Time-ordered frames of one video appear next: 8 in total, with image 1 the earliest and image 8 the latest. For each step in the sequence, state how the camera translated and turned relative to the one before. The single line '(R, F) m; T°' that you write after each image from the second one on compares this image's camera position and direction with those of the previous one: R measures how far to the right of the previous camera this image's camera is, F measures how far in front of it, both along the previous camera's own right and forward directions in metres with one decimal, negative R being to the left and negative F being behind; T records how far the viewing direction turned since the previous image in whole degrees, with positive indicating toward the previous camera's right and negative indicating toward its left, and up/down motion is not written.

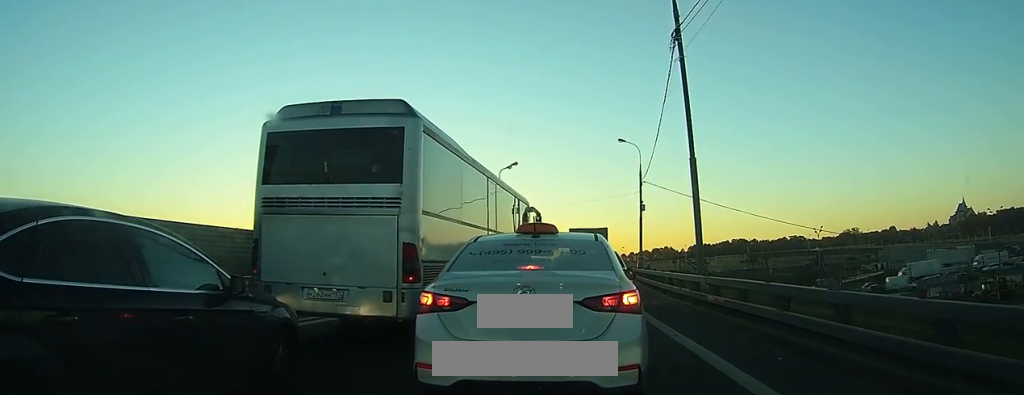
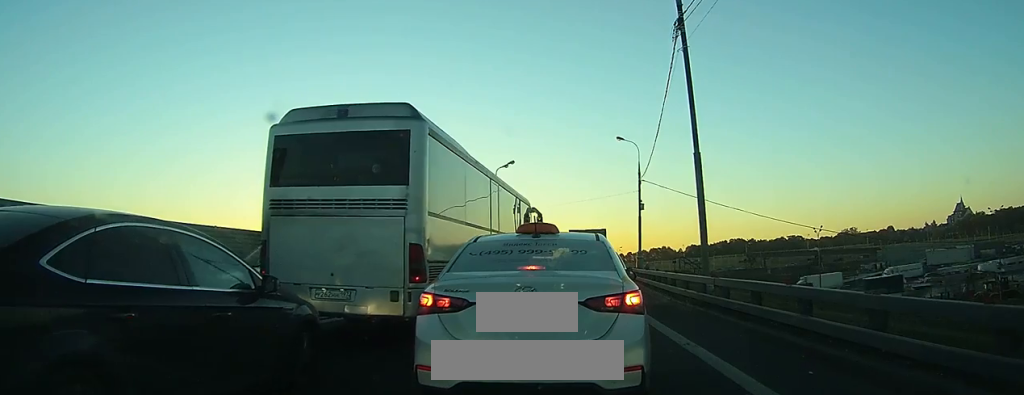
(0.0, +1.3) m; 0°
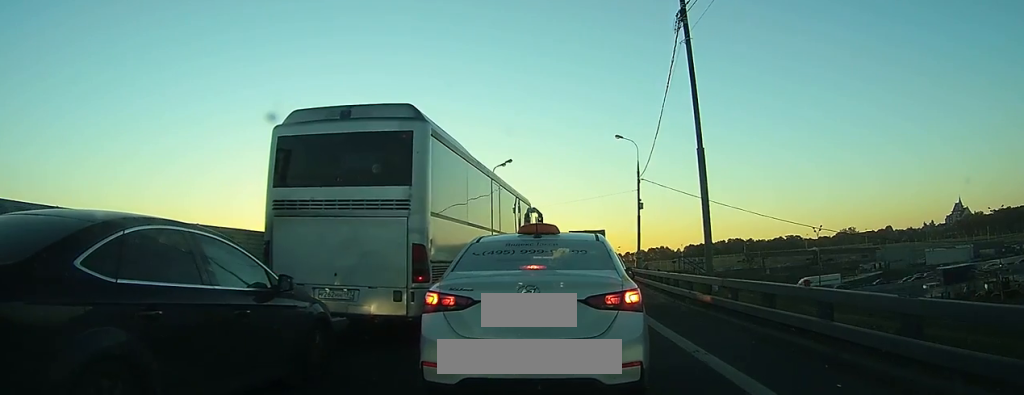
(0.0, +1.0) m; 0°
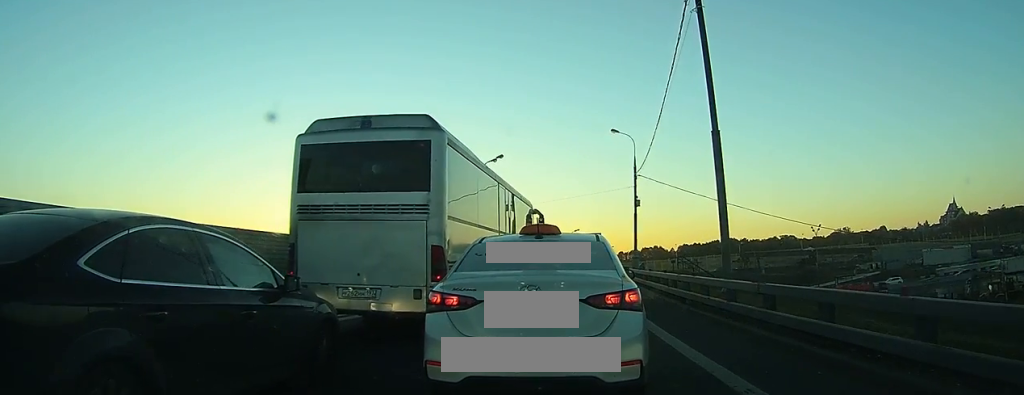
(+0.1, +3.2) m; +2°
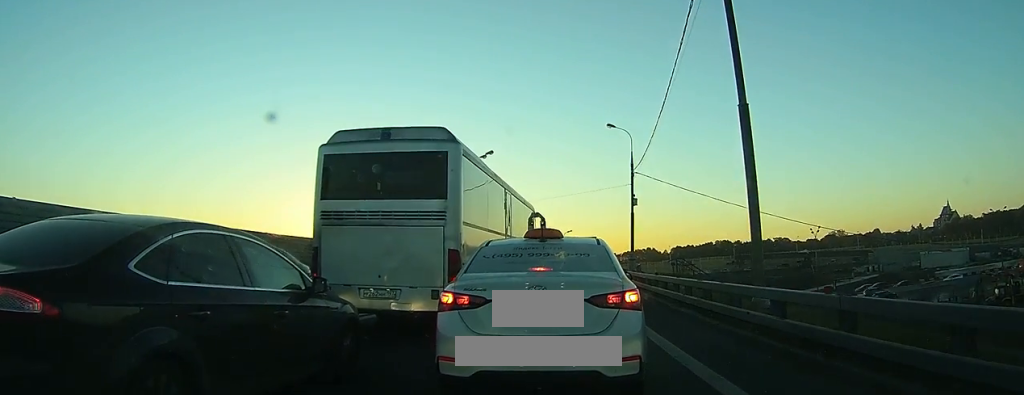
(0.0, +3.1) m; -1°
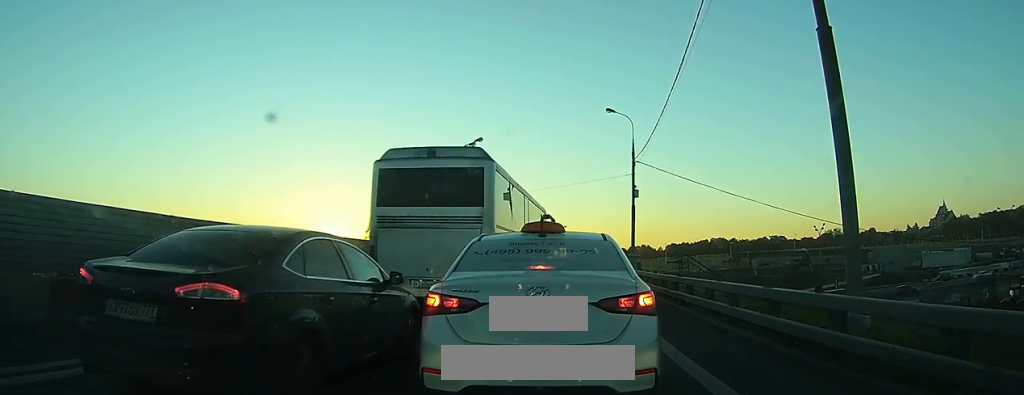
(+0.1, +5.0) m; +1°
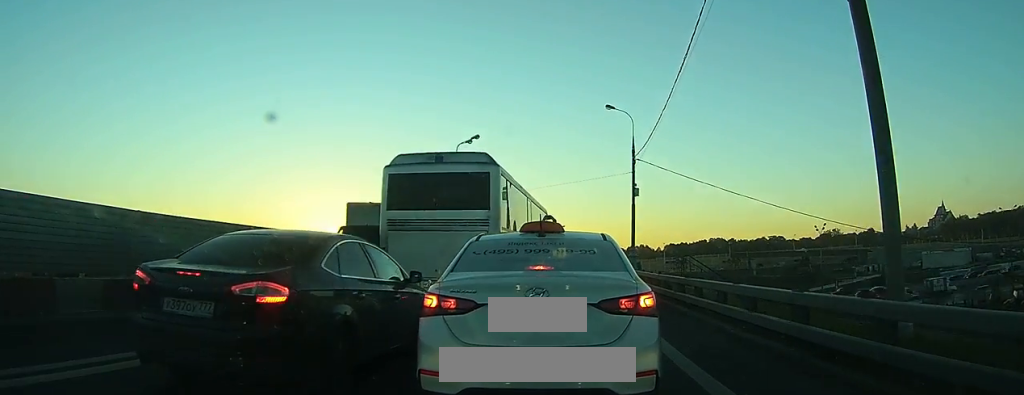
(0.0, +1.2) m; -1°
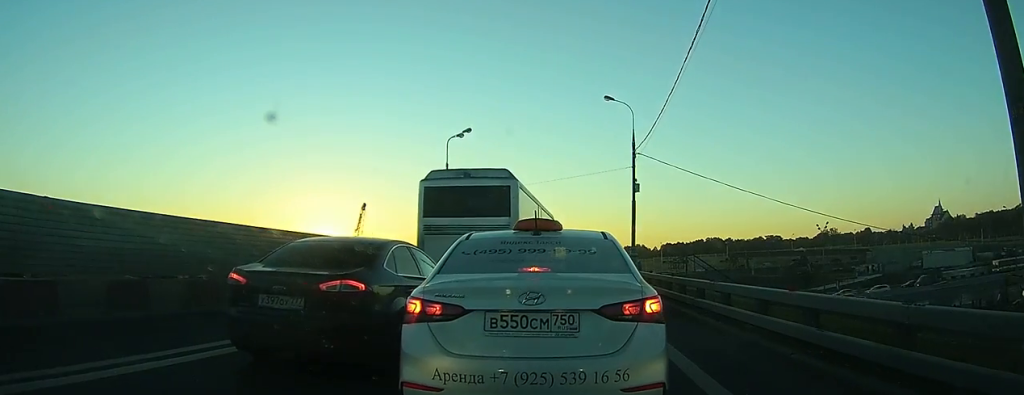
(-0.1, +2.5) m; -1°
